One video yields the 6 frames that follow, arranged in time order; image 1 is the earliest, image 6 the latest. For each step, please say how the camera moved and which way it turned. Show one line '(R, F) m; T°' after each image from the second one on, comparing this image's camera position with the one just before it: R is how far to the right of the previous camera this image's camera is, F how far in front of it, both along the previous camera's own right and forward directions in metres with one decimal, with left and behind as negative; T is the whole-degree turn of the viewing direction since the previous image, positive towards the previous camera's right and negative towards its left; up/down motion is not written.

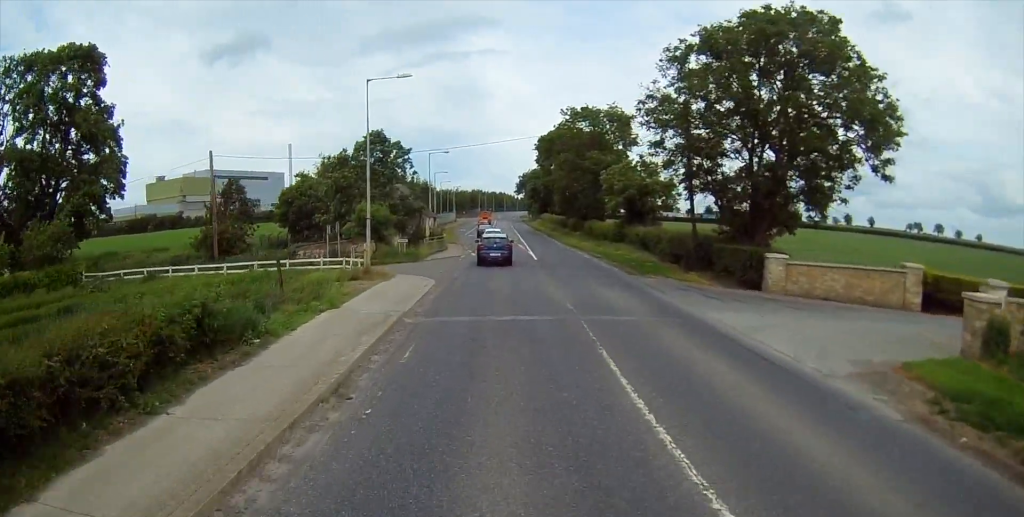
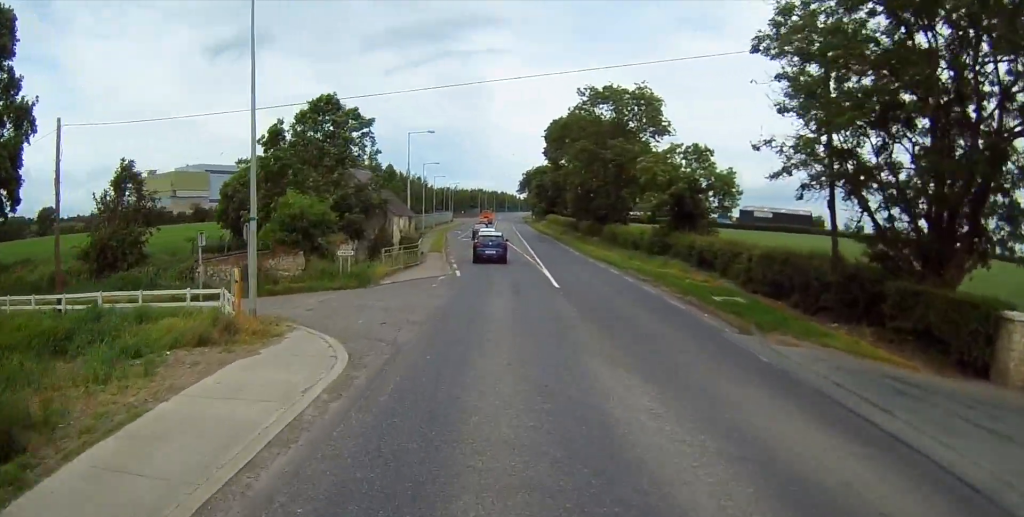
(+0.1, +14.7) m; -1°
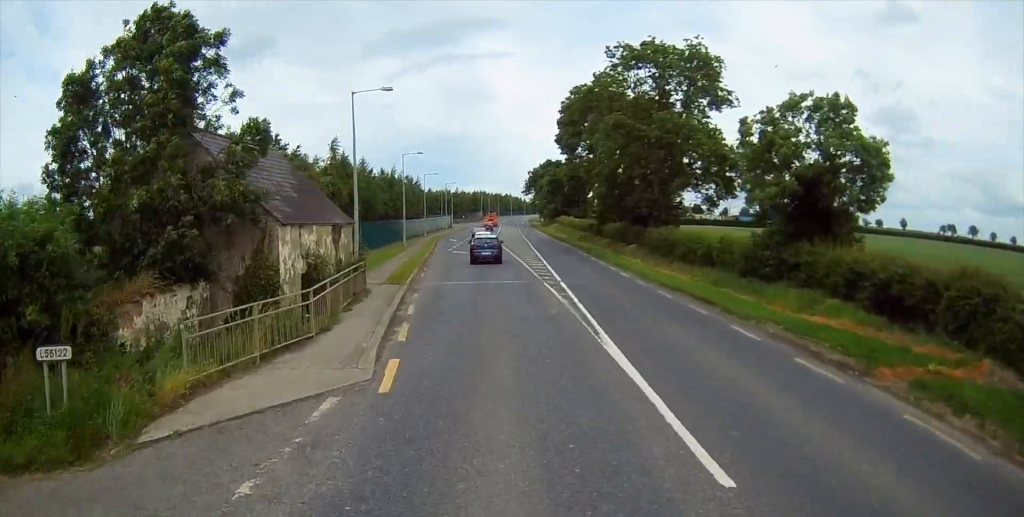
(-0.2, +17.7) m; -1°
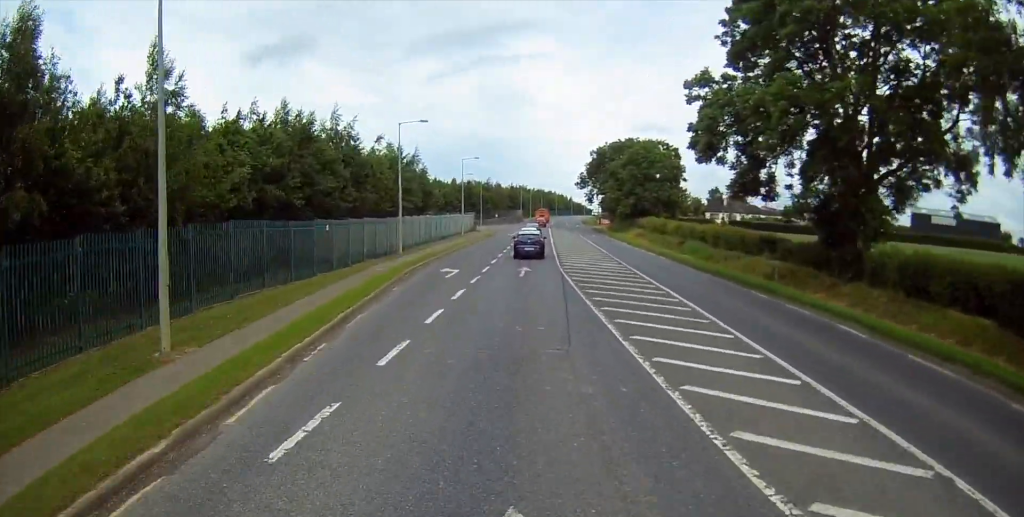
(-0.5, +47.1) m; -2°
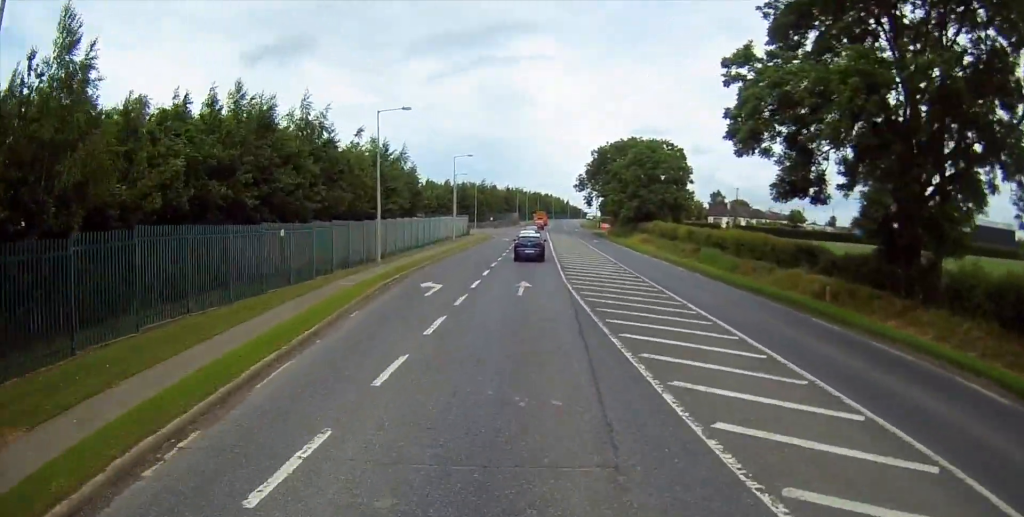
(0.0, +5.6) m; 0°
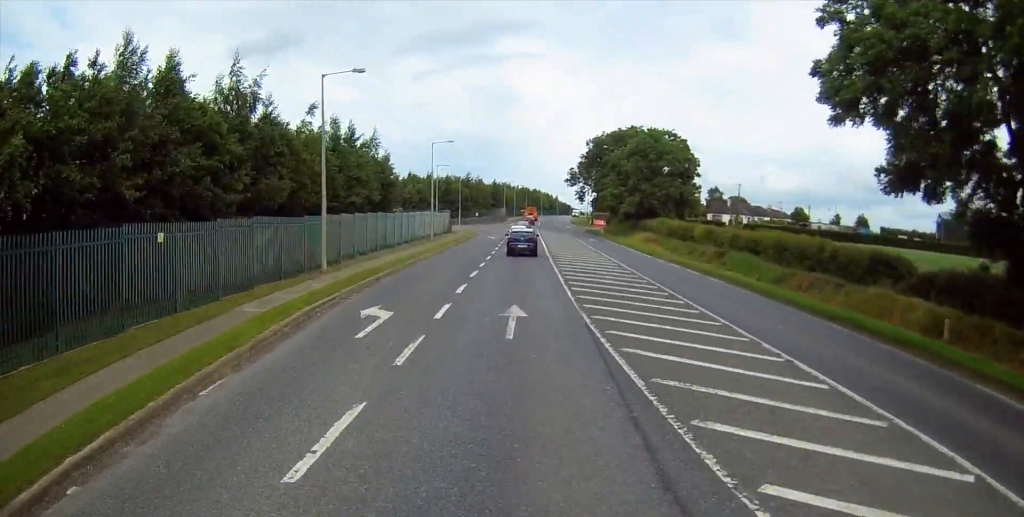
(0.0, +8.5) m; 0°
